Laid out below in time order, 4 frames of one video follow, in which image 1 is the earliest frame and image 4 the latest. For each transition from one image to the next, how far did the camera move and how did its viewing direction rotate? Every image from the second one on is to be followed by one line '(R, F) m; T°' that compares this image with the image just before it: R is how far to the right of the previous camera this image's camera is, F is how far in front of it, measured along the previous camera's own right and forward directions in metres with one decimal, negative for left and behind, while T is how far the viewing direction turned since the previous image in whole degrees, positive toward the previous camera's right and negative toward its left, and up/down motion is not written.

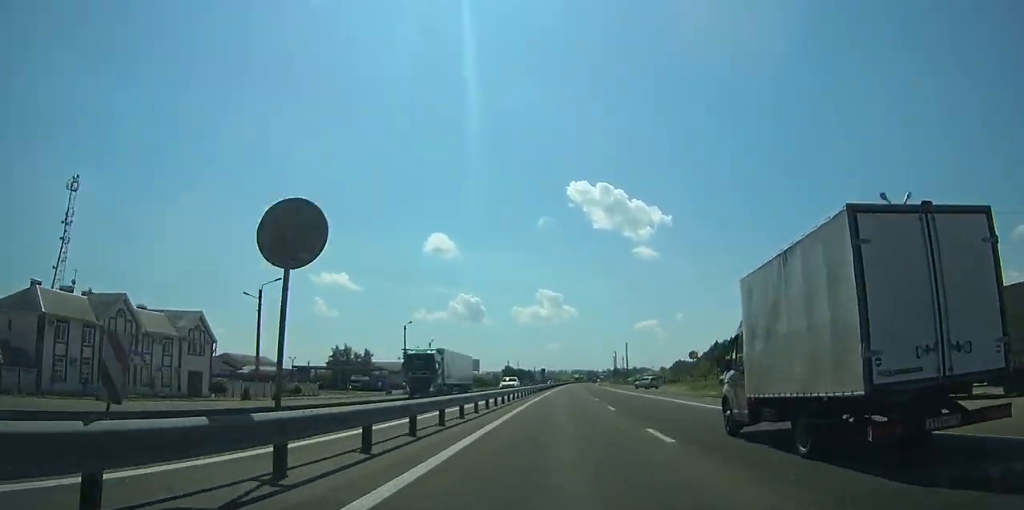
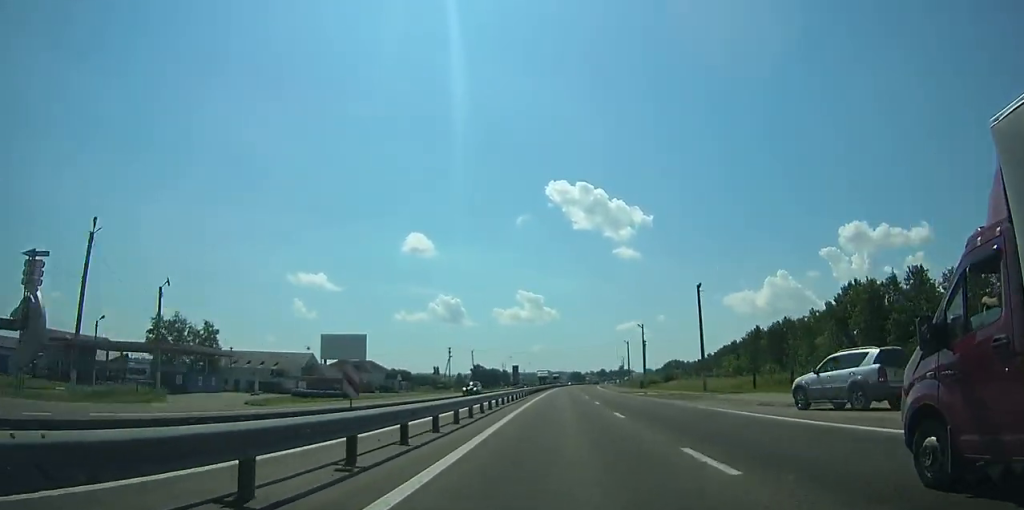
(+1.9, +76.4) m; +2°
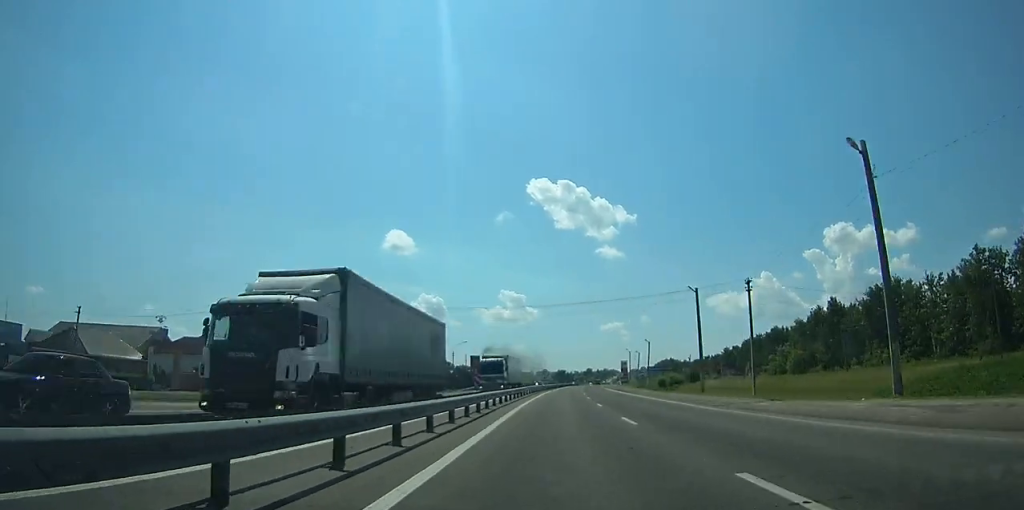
(+0.7, +62.6) m; +2°
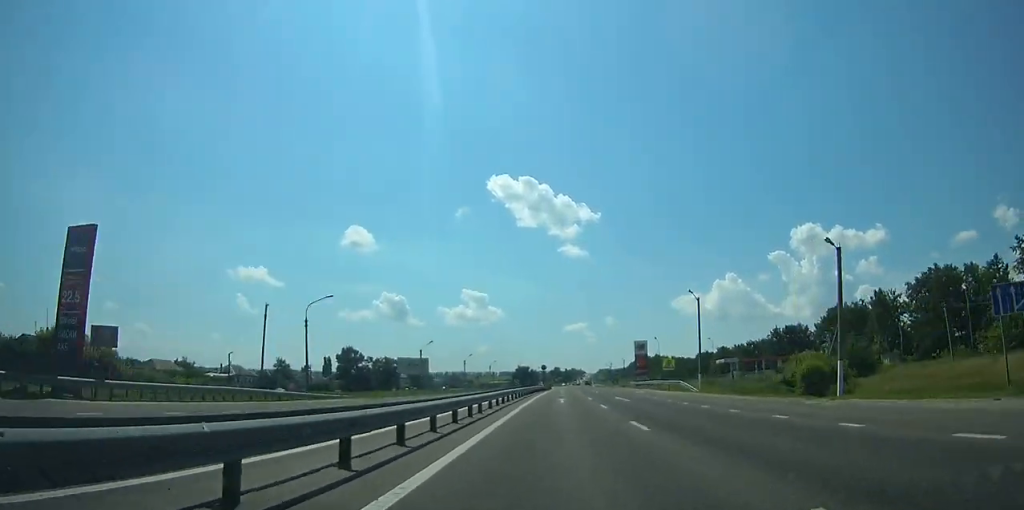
(+2.9, +95.3) m; +3°
